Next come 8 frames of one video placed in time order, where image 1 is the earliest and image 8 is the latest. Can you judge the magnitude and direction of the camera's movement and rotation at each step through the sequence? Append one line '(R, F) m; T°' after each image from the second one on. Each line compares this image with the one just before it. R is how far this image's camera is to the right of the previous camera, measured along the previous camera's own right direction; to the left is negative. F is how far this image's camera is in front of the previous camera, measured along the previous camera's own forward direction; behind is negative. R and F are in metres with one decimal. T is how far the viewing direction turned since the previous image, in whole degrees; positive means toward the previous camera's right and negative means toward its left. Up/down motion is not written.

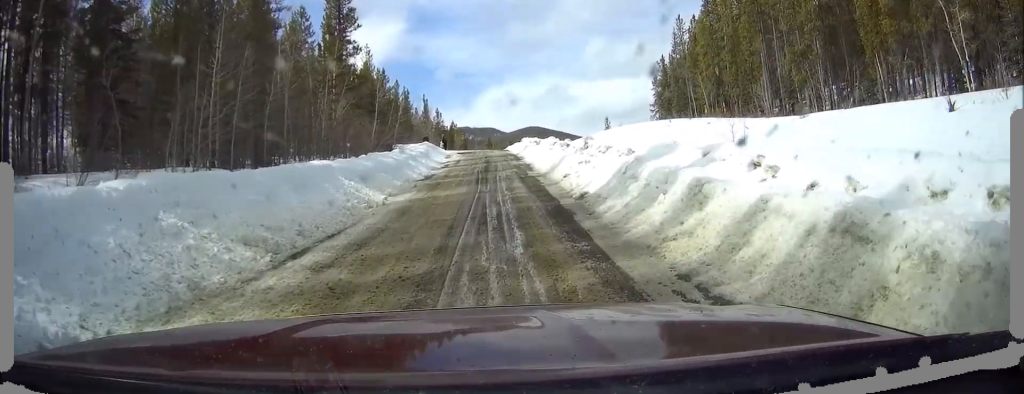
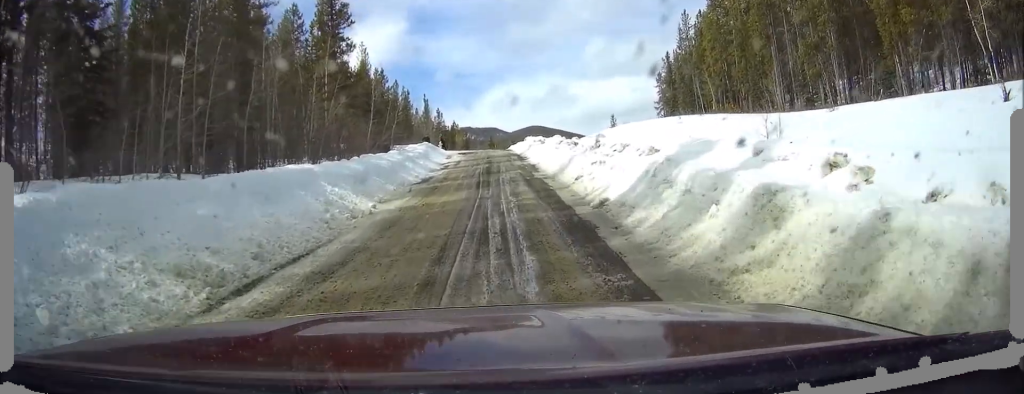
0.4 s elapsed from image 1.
(-0.2, +2.2) m; -1°
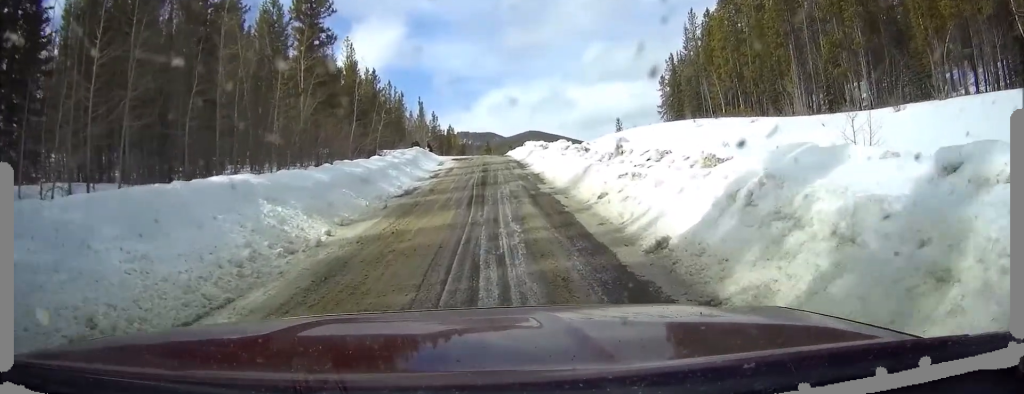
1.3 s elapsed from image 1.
(0.0, +4.5) m; 0°
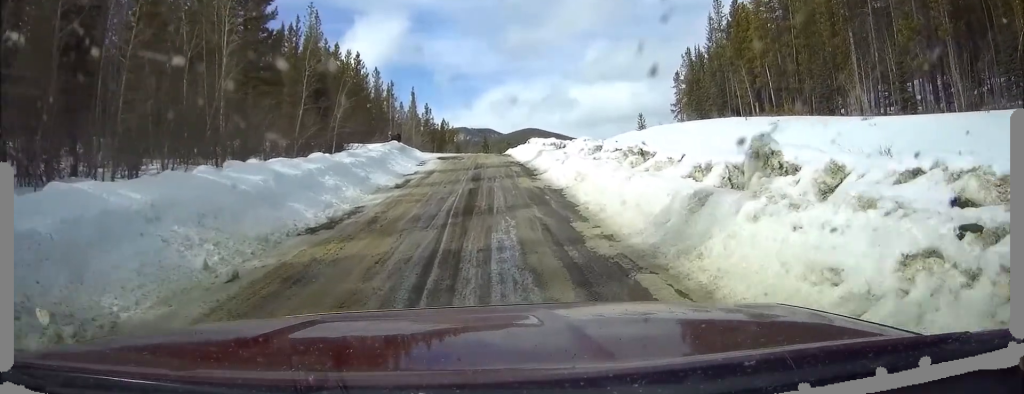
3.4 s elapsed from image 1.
(+0.2, +10.5) m; +3°
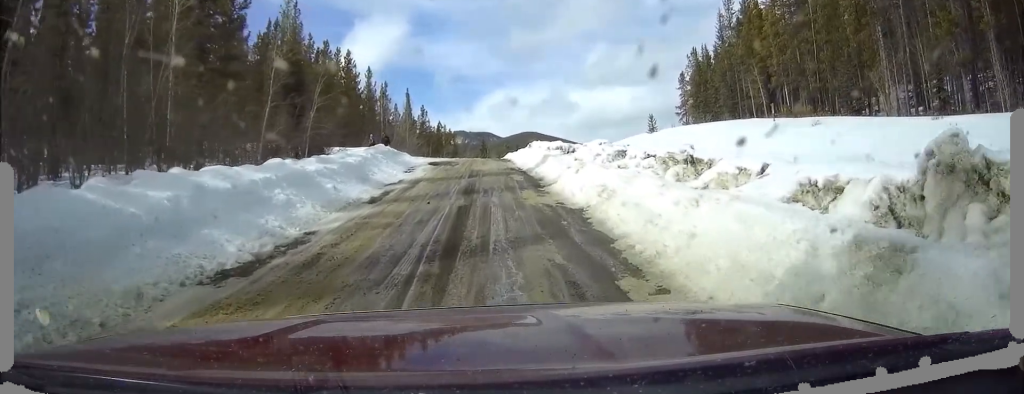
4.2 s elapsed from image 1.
(+0.1, +4.2) m; +1°
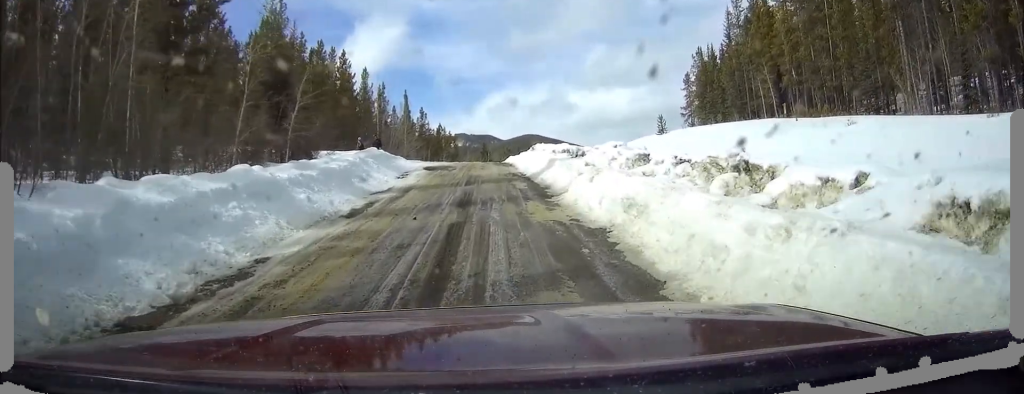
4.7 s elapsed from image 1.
(0.0, +2.6) m; -1°
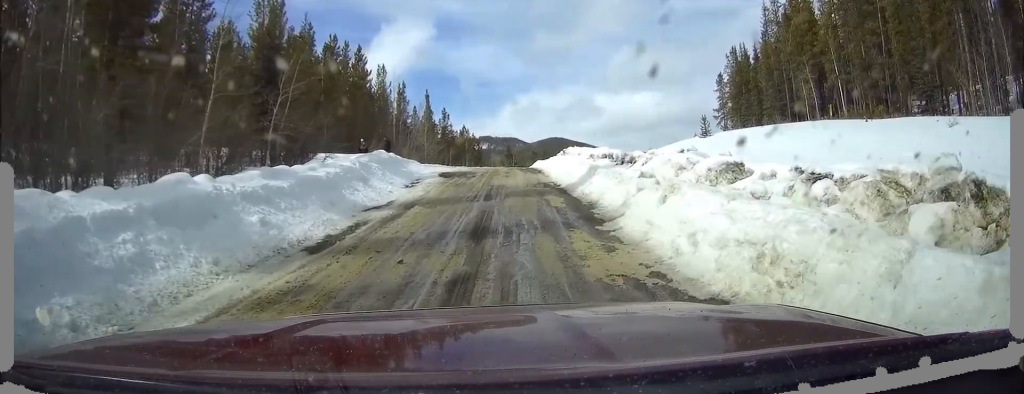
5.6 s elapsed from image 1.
(-0.1, +4.6) m; -2°
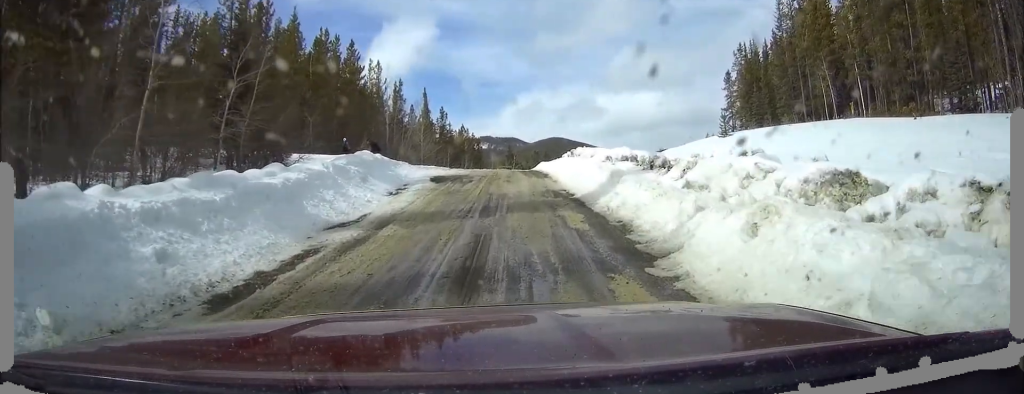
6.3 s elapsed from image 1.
(-0.1, +3.9) m; -1°
